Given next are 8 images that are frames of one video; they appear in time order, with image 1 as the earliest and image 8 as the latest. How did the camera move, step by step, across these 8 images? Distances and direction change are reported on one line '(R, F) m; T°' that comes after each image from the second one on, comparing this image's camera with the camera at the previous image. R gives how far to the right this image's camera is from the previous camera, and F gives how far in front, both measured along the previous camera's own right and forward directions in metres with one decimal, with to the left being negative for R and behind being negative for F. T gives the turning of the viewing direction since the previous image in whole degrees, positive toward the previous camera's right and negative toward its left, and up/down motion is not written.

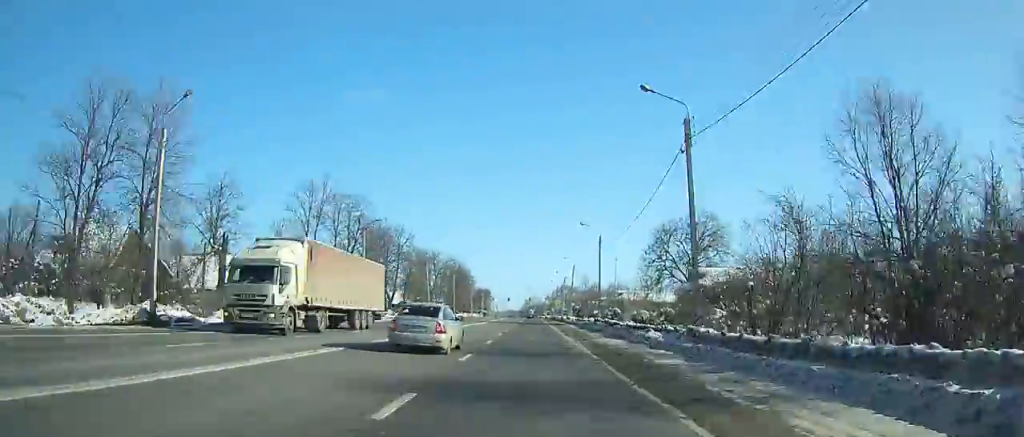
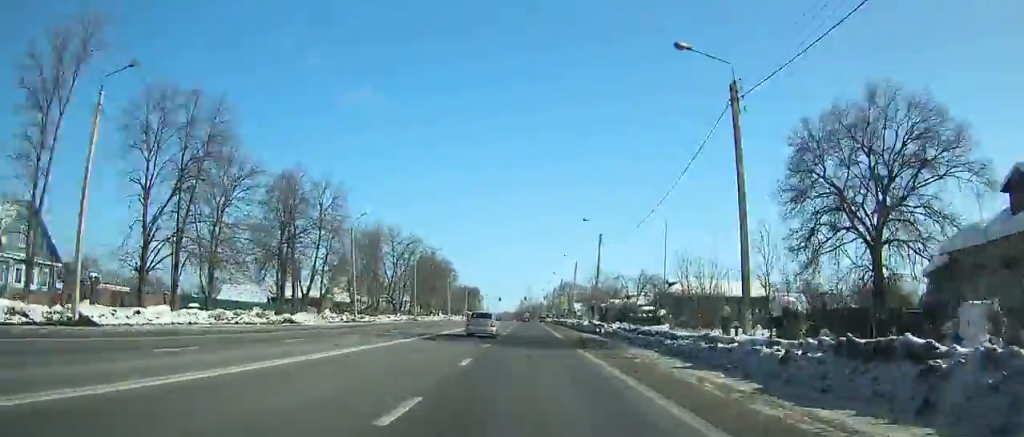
(+0.4, +40.7) m; +1°
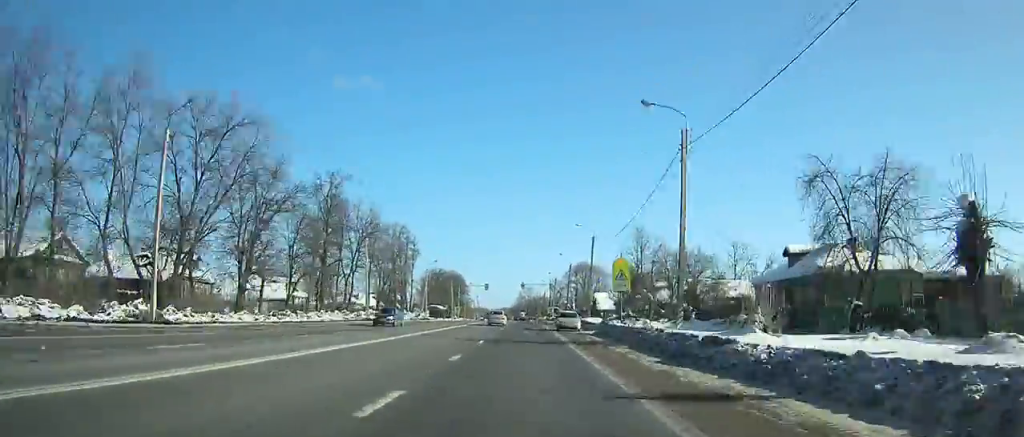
(+0.4, +62.1) m; 0°
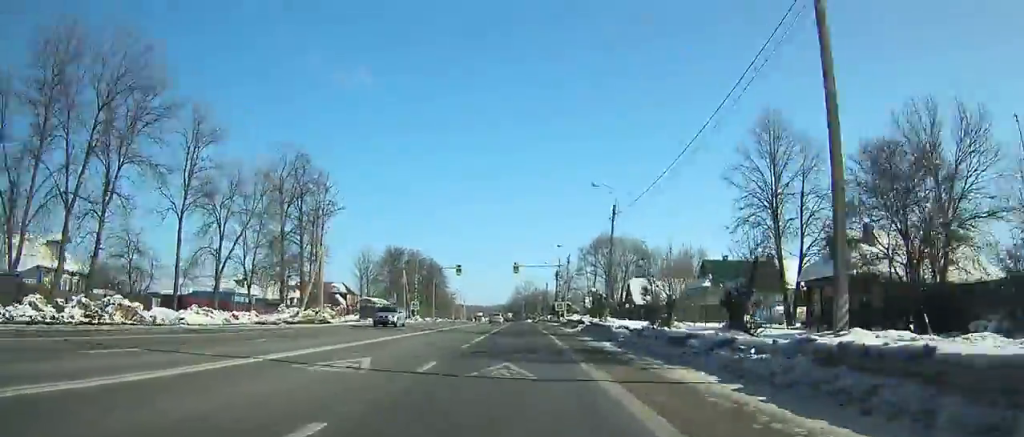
(-0.1, +49.8) m; 0°
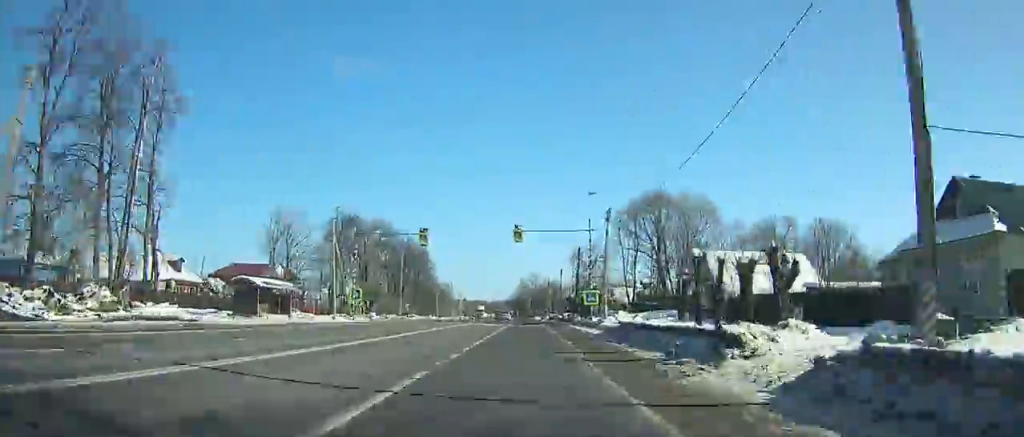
(0.0, +34.8) m; 0°
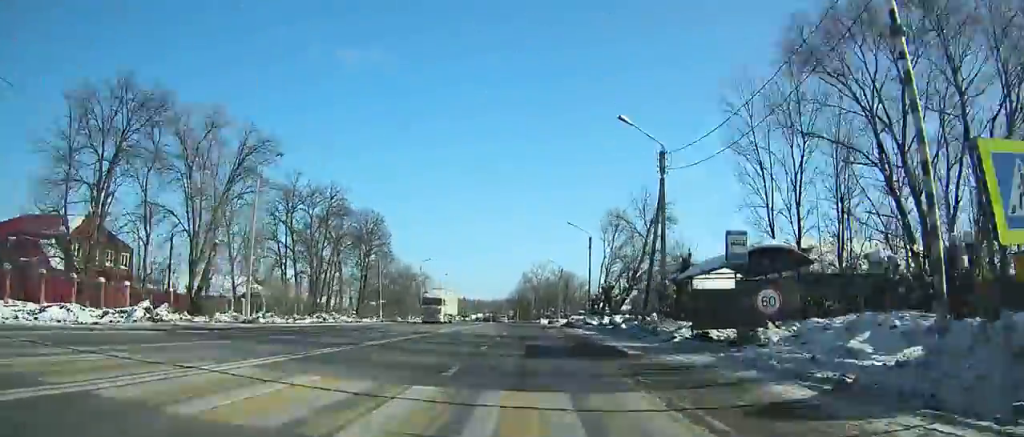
(-0.3, +43.7) m; -1°
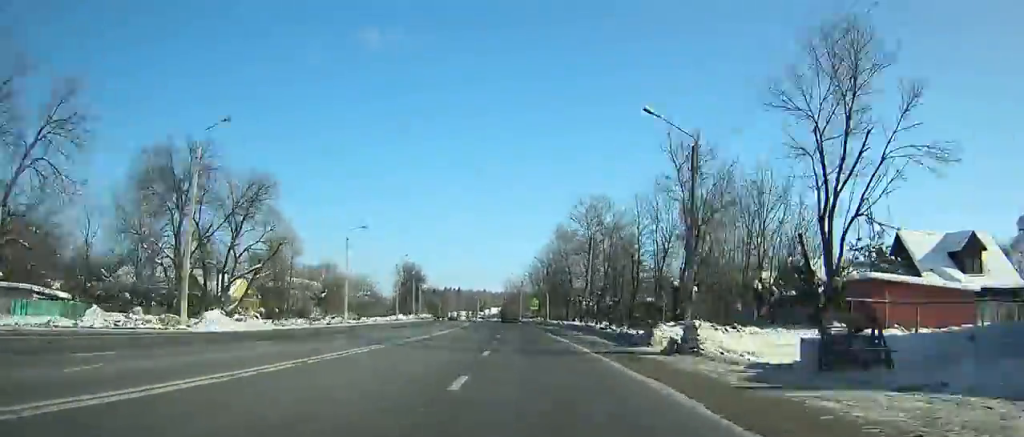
(-2.2, +93.4) m; -8°
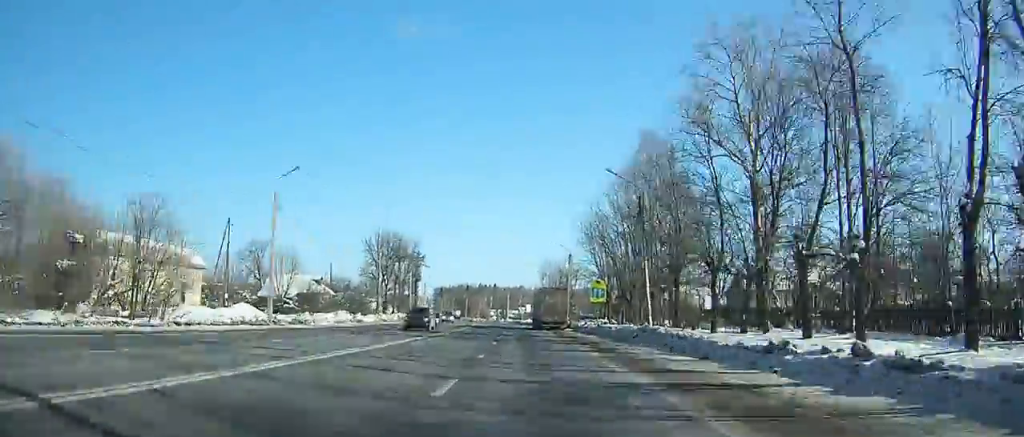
(-4.9, +47.4) m; -2°
